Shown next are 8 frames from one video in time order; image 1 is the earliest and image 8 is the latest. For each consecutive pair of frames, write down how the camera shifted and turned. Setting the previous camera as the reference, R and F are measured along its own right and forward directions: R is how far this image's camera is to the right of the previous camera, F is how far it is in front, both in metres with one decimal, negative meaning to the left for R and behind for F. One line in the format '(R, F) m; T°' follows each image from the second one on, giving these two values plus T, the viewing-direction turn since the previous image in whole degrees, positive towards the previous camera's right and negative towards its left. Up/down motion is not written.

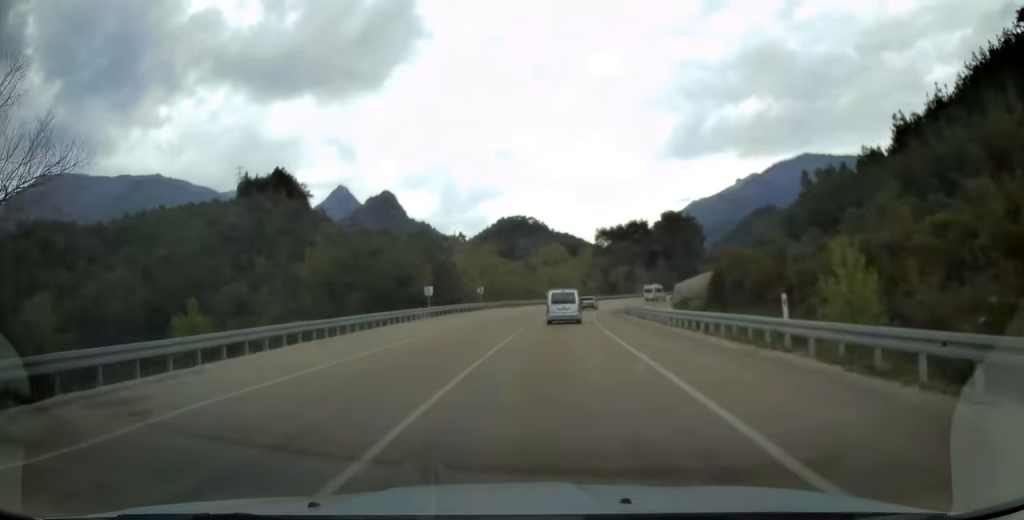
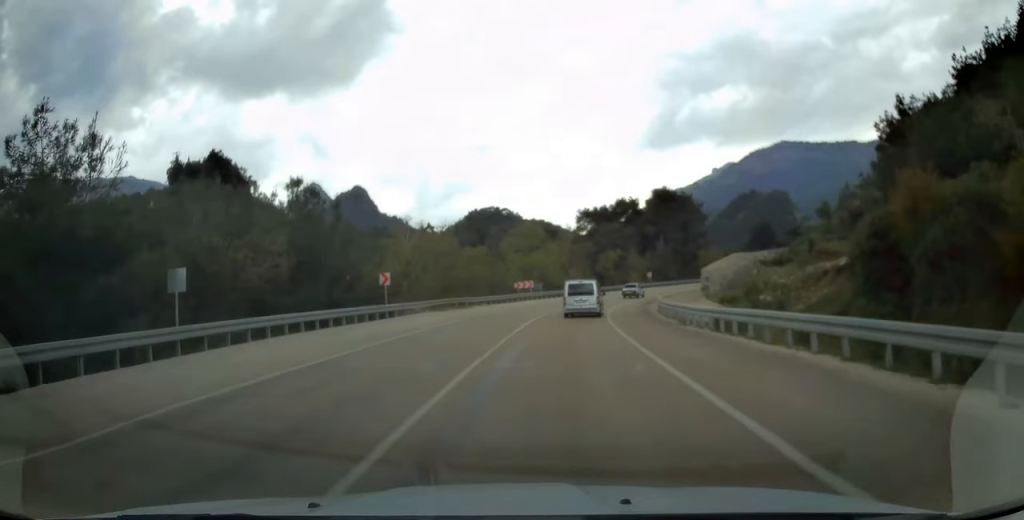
(+0.4, +29.3) m; +3°
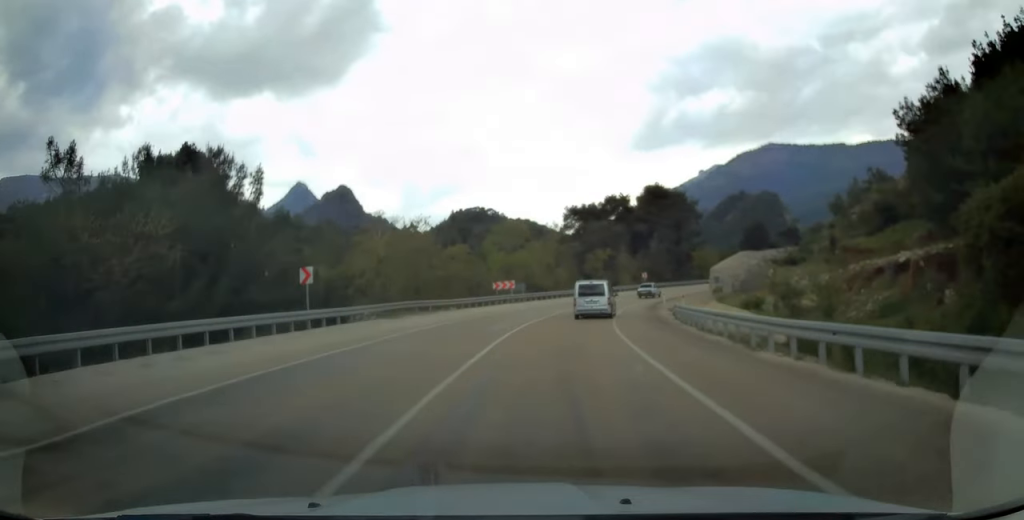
(0.0, +9.0) m; +2°
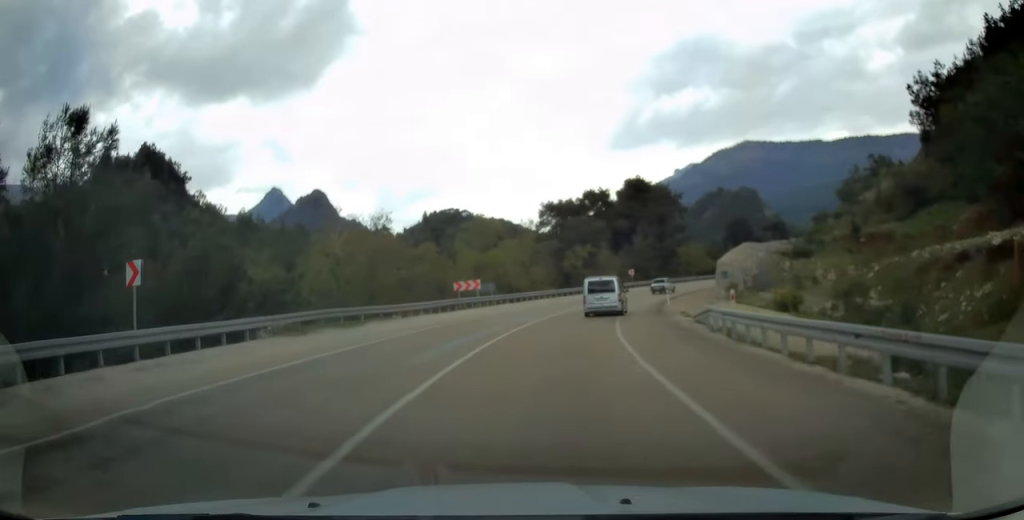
(+0.2, +9.6) m; +2°
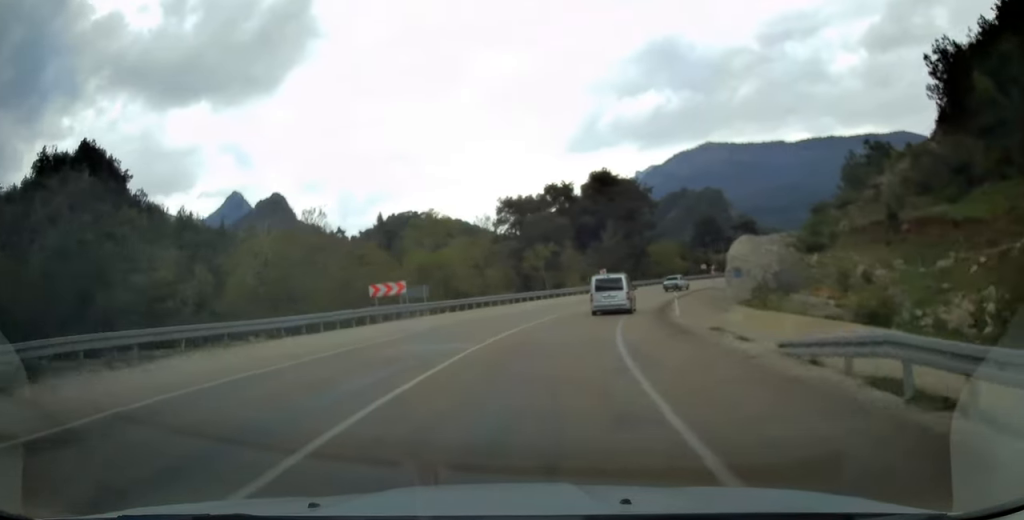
(+0.3, +12.1) m; +4°
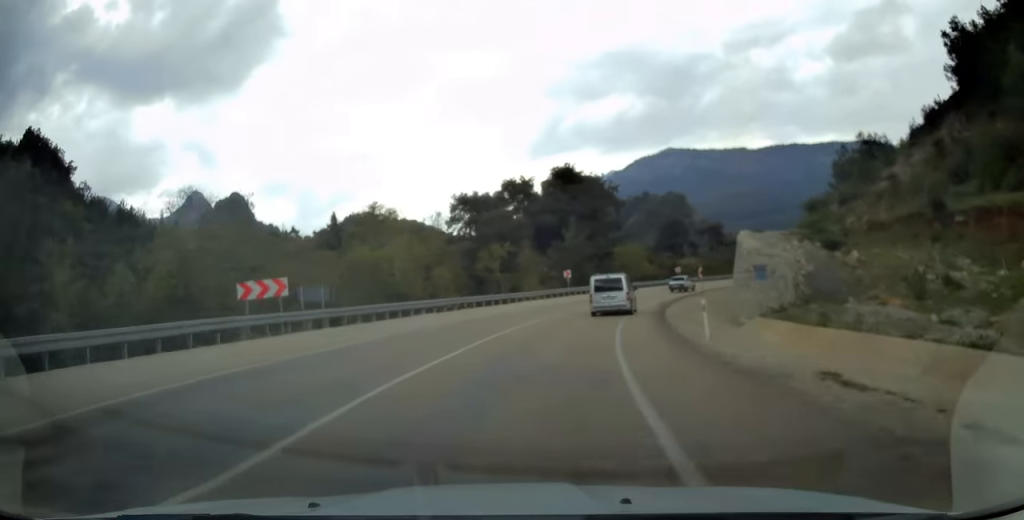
(+0.1, +10.1) m; +4°
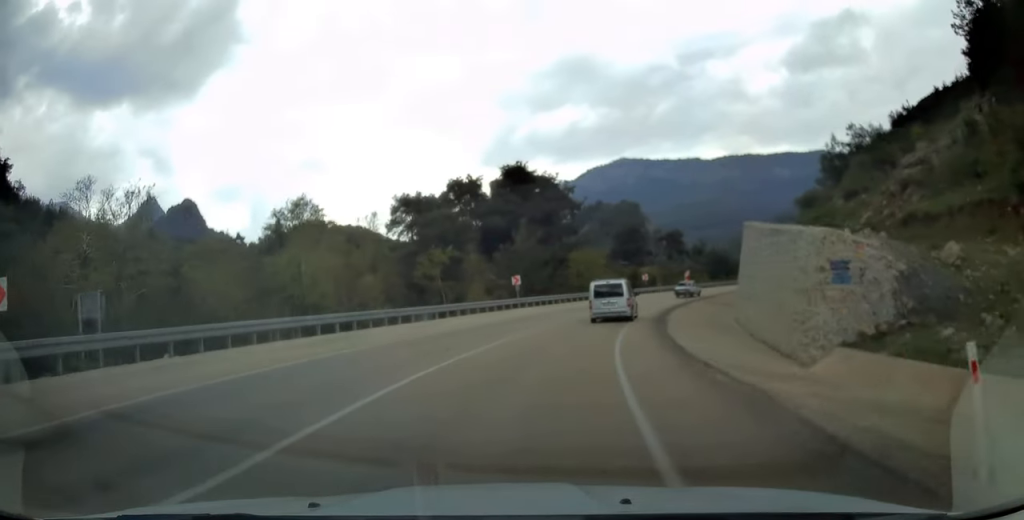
(+0.6, +11.0) m; +5°
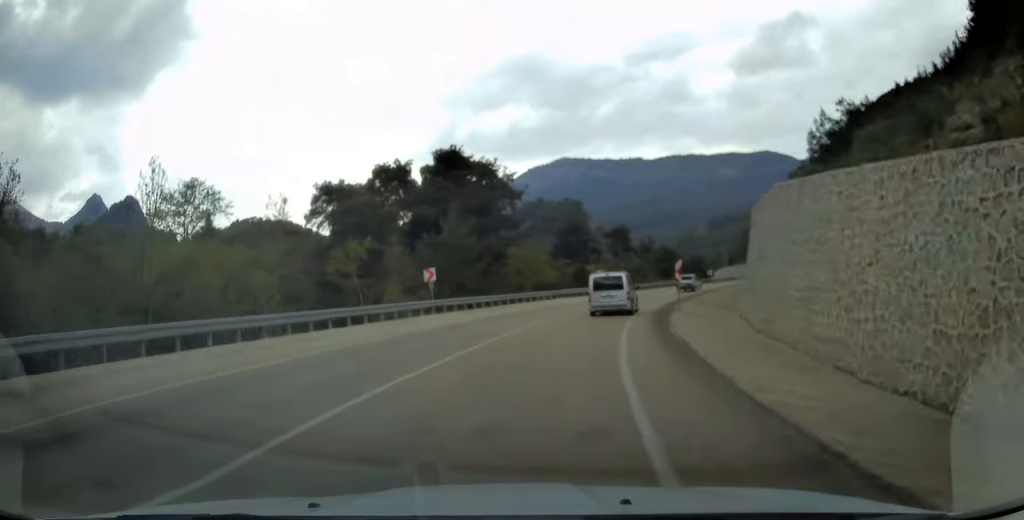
(+0.5, +12.7) m; +6°
